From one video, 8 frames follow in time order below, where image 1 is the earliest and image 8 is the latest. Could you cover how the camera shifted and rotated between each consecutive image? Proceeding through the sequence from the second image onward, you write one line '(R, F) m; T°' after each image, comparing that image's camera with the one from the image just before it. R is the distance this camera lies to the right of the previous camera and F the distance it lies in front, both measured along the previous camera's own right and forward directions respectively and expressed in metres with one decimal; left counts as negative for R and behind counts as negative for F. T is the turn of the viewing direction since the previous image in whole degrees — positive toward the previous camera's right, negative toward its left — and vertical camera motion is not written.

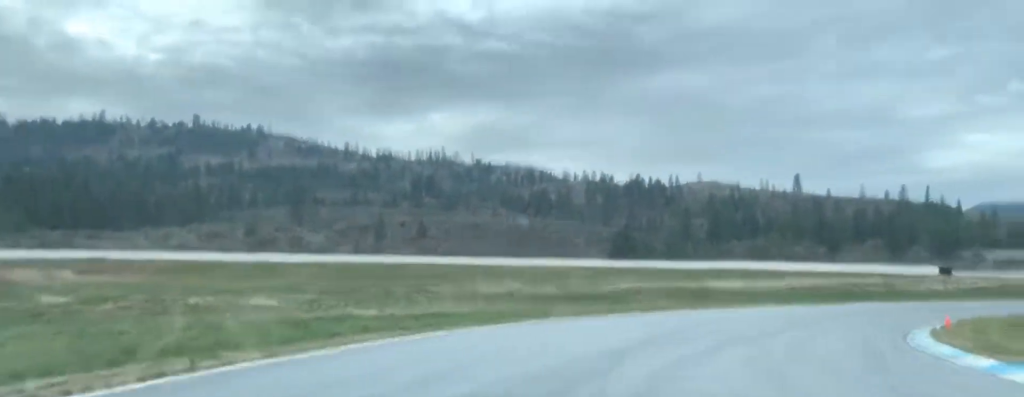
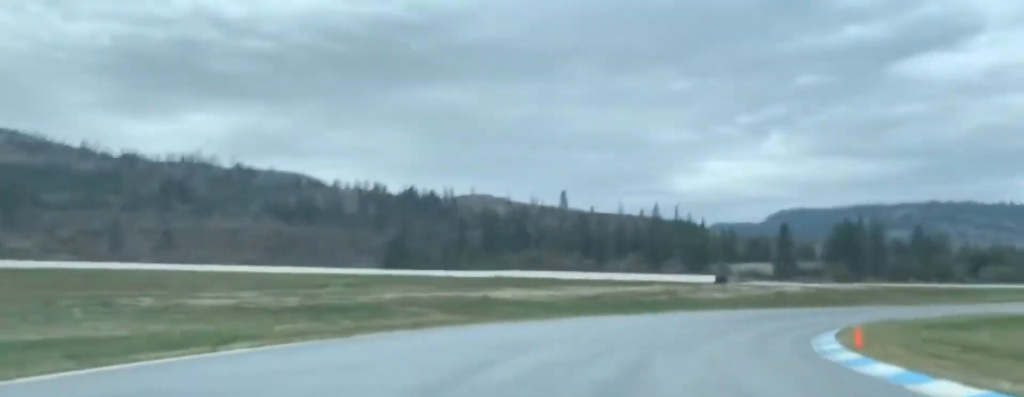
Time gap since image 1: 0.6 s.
(+1.5, +13.6) m; +15°
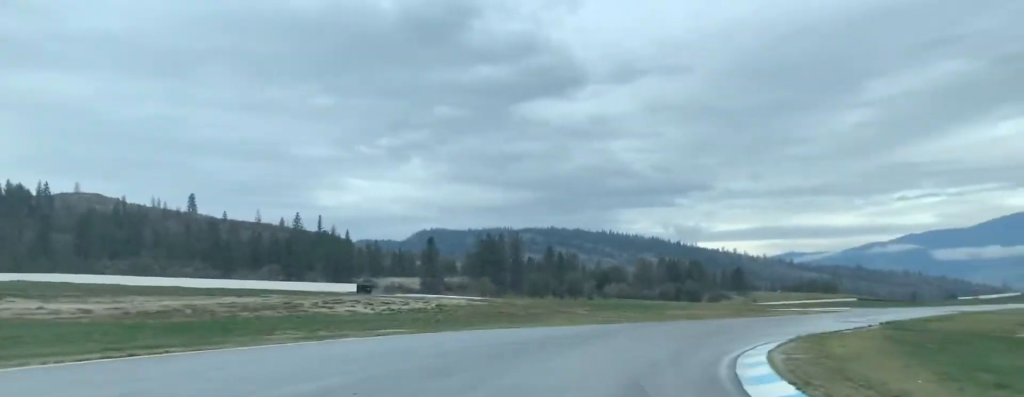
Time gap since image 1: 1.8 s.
(+7.1, +25.0) m; +27°
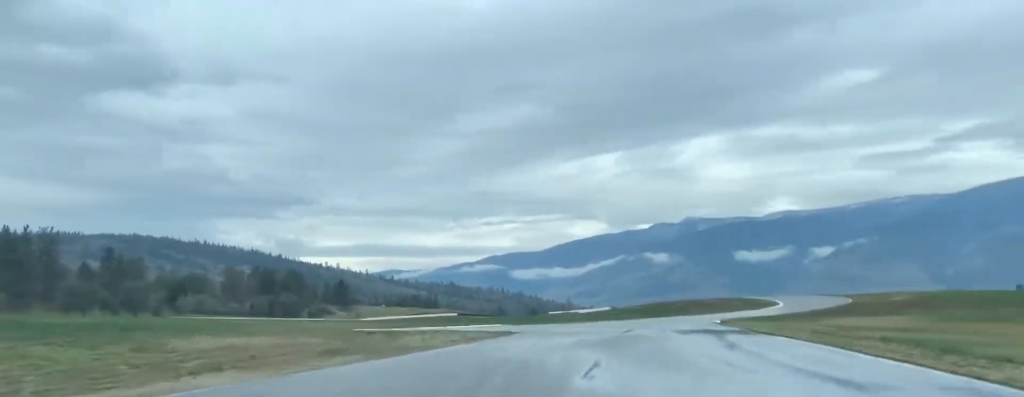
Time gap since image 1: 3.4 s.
(+9.1, +39.5) m; +24°
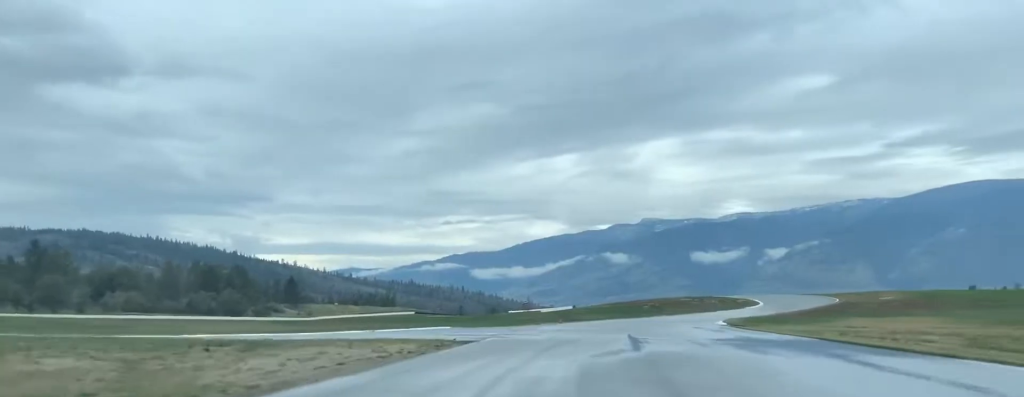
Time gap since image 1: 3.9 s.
(+1.5, +16.3) m; +6°
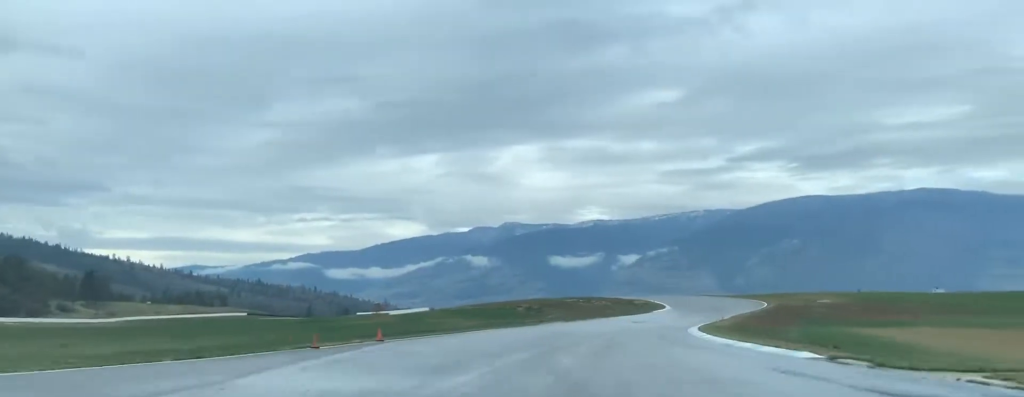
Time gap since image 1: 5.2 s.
(+3.9, +38.5) m; +11°
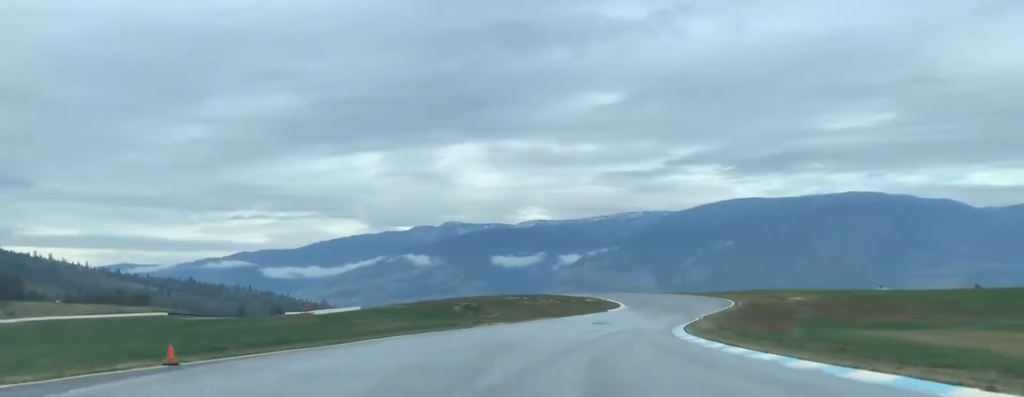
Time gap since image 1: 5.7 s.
(+0.6, +13.7) m; +3°
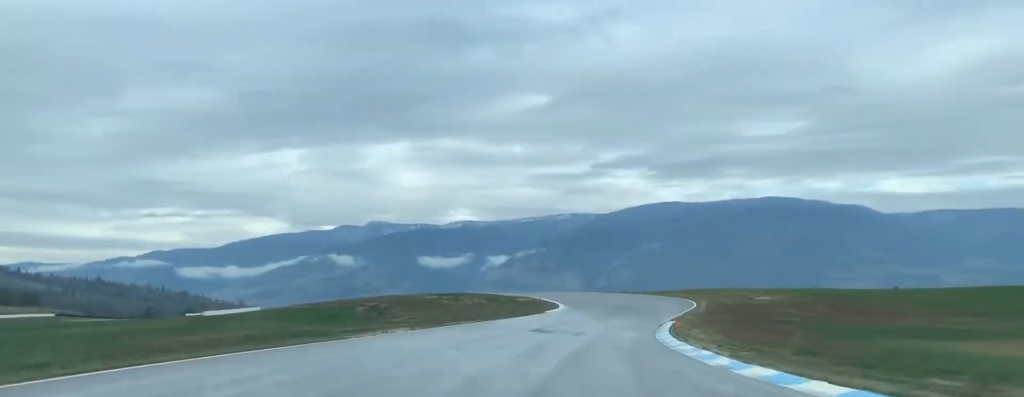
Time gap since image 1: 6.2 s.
(+0.1, +17.0) m; +4°
